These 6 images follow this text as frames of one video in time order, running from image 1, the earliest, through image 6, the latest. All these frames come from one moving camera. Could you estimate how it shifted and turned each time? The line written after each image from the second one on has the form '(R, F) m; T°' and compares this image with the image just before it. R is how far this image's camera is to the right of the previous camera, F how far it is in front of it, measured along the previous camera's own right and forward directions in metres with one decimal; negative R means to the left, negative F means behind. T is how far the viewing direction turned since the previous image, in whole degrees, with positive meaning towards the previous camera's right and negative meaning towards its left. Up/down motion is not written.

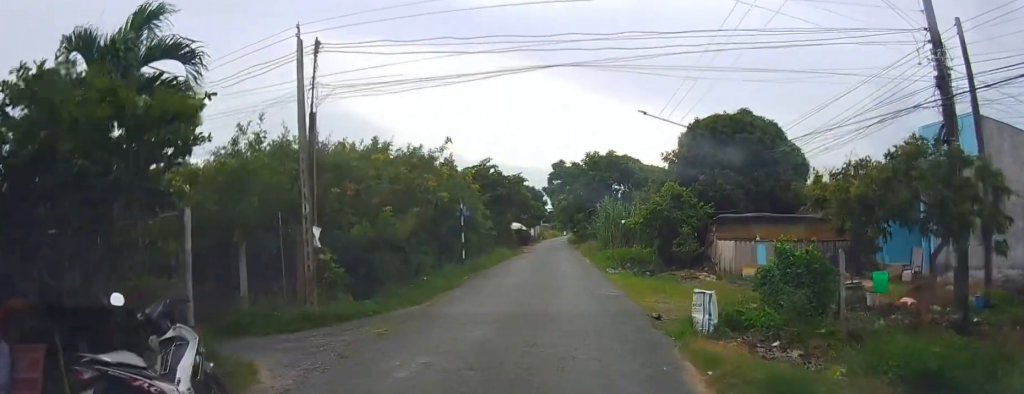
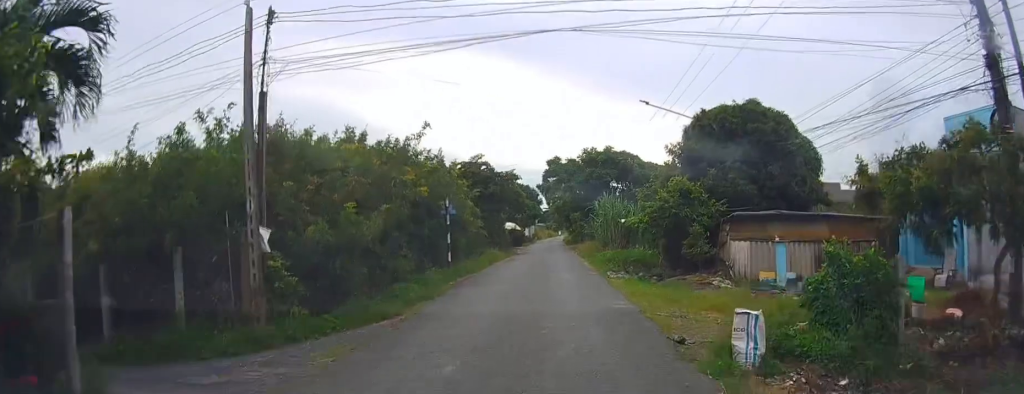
(0.0, +2.3) m; 0°
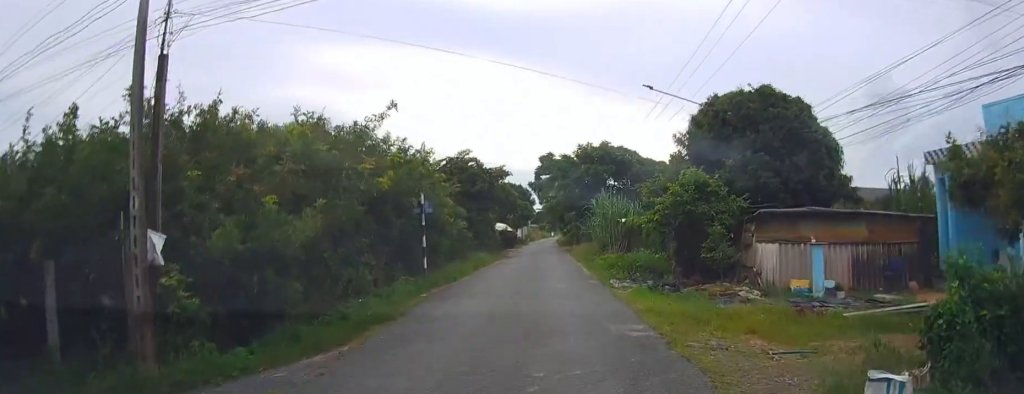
(0.0, +3.2) m; 0°
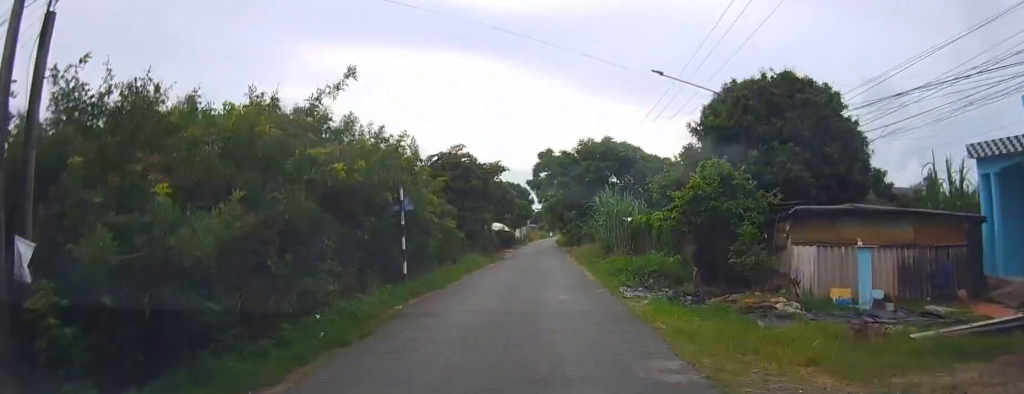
(0.0, +2.5) m; 0°
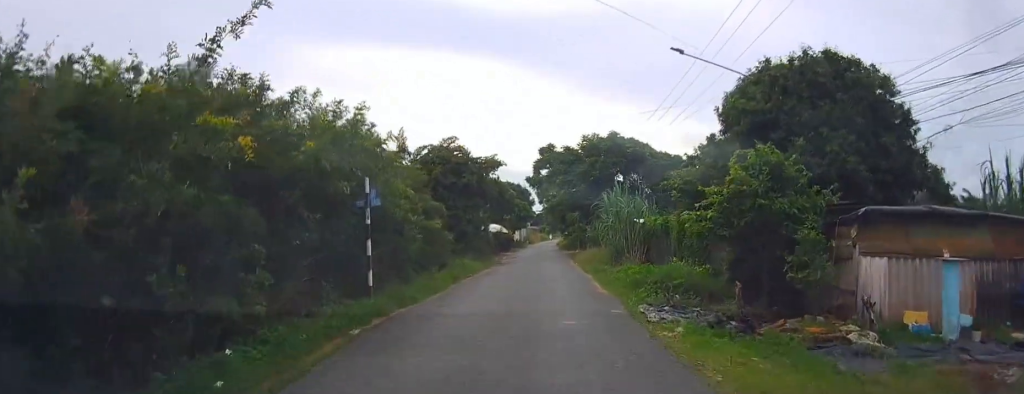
(0.0, +3.1) m; 0°
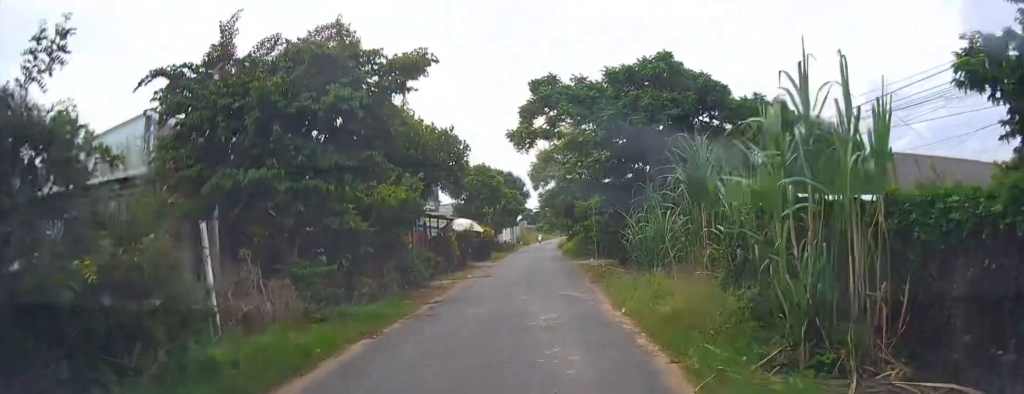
(-0.9, +16.8) m; -1°
